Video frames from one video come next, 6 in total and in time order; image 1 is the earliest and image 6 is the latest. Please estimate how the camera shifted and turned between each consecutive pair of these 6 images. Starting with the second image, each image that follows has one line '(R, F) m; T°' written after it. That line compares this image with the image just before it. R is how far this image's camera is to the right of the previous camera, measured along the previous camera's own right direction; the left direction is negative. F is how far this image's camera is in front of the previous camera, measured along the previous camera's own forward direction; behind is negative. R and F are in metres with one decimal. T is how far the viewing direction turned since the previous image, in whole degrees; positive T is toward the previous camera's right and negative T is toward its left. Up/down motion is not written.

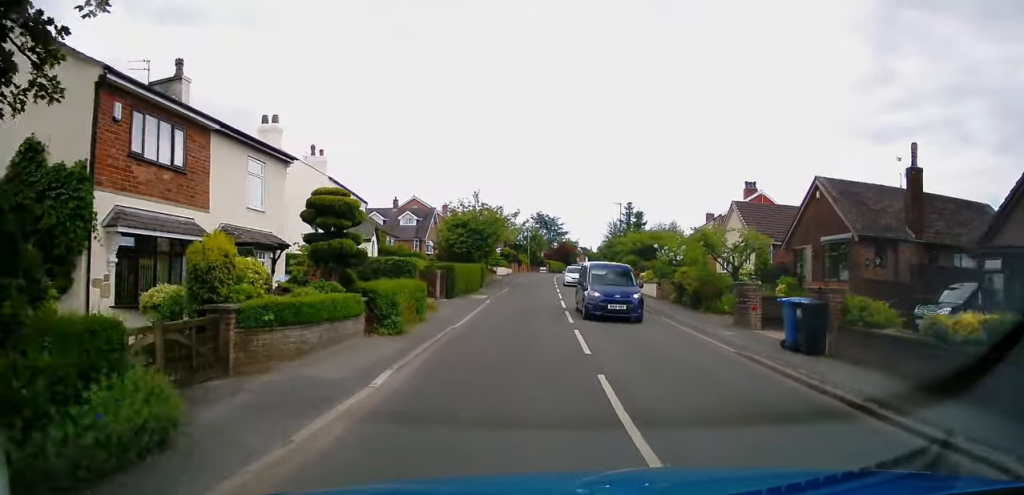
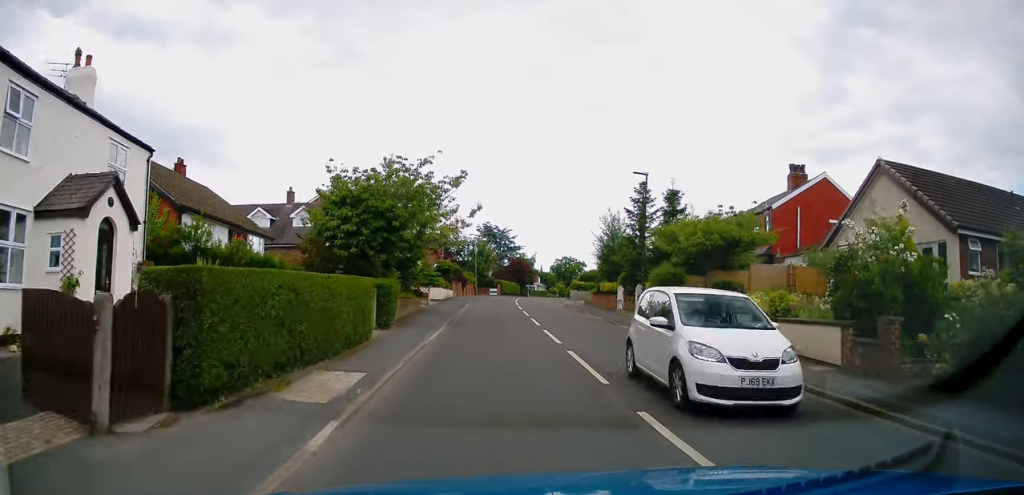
(+1.6, +19.8) m; +7°
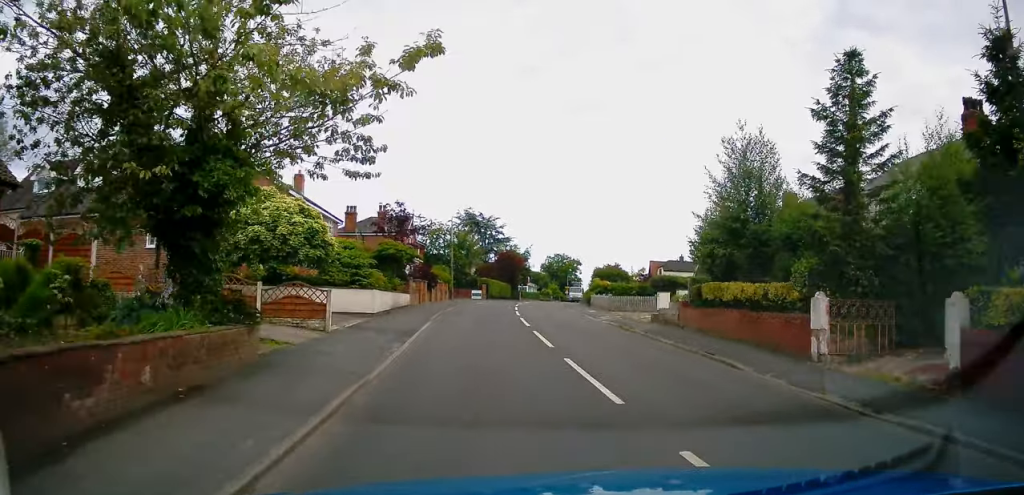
(0.0, +20.2) m; 0°
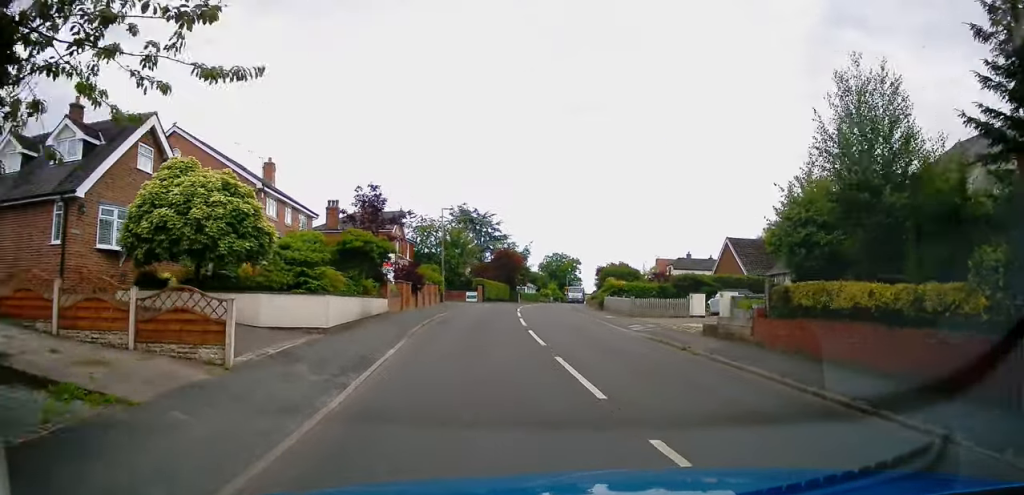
(-0.1, +6.2) m; 0°
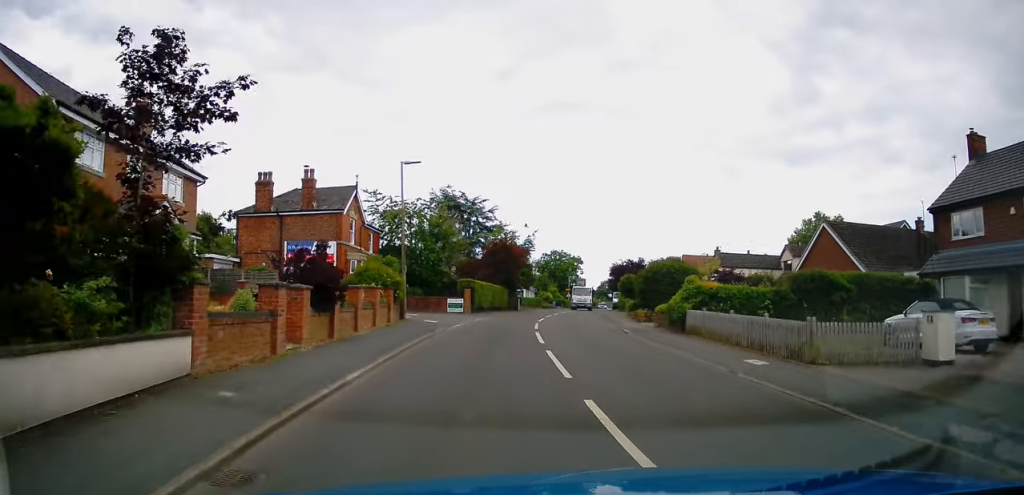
(+0.6, +16.1) m; +3°
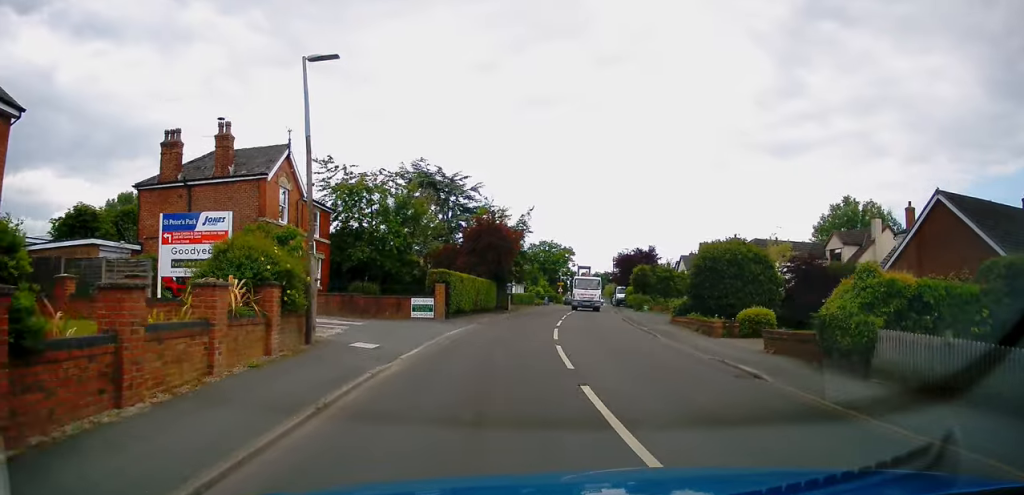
(+0.3, +11.3) m; +1°
